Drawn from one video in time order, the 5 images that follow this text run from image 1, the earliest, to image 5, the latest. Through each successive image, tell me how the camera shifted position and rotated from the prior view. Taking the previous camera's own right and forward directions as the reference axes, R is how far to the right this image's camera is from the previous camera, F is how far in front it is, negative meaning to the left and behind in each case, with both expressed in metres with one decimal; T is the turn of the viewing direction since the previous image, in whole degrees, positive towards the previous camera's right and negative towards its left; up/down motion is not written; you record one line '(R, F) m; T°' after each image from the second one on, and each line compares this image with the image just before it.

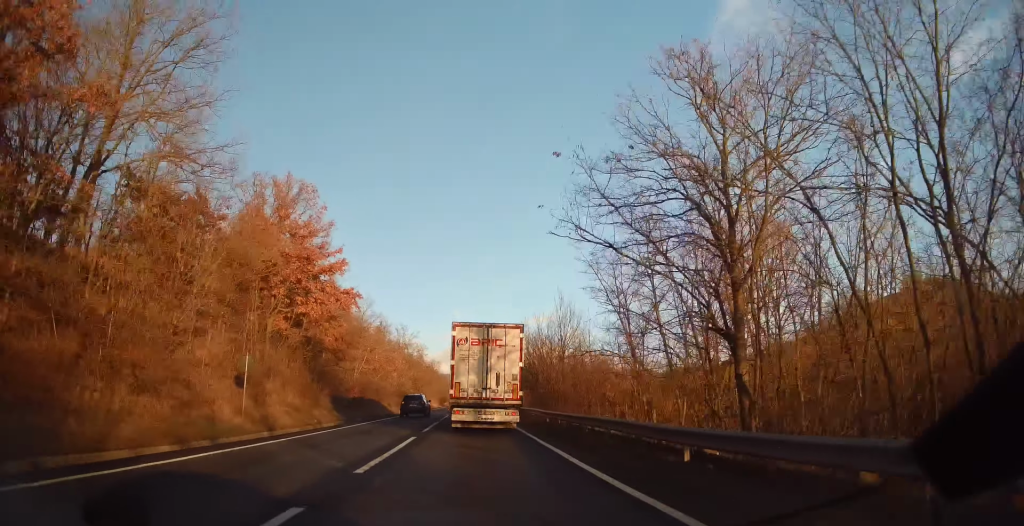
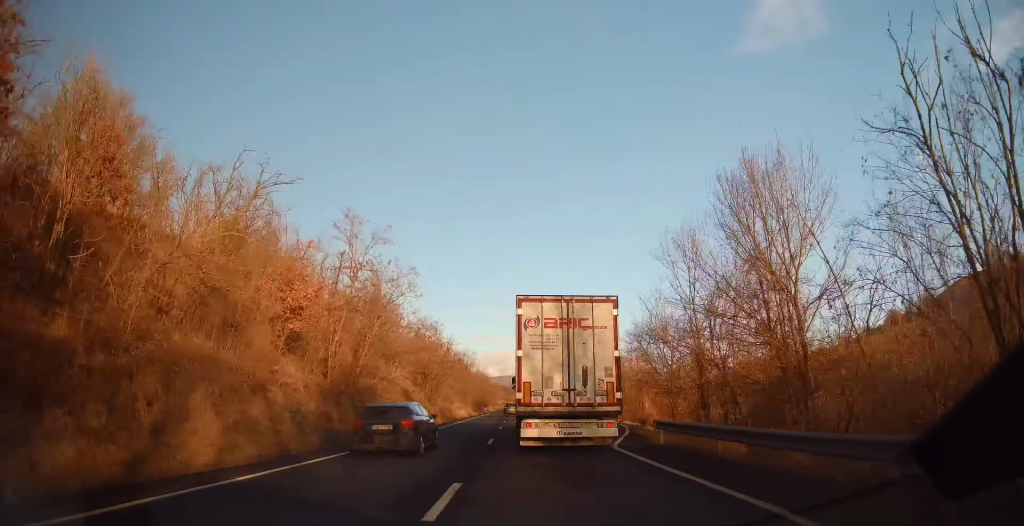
(-0.5, +46.8) m; -3°
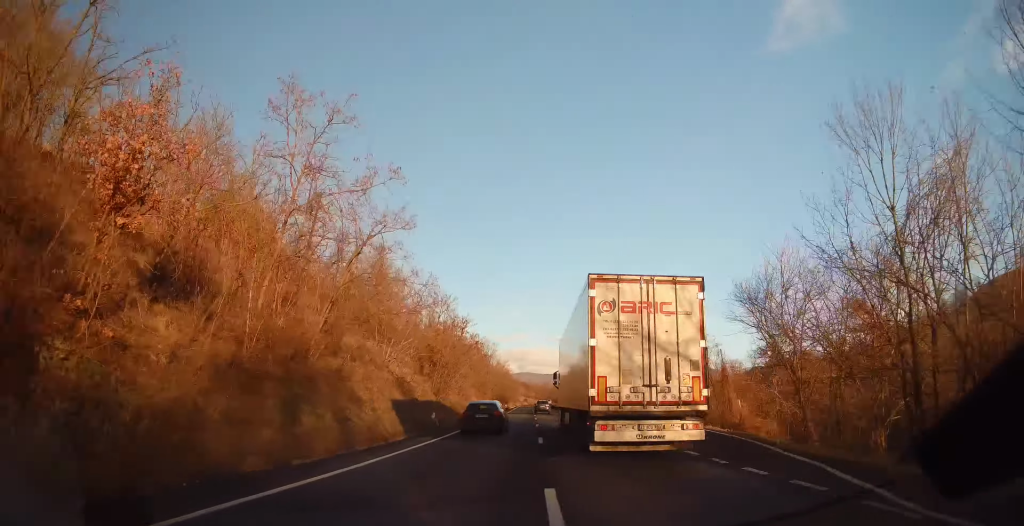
(-0.5, +13.3) m; -1°
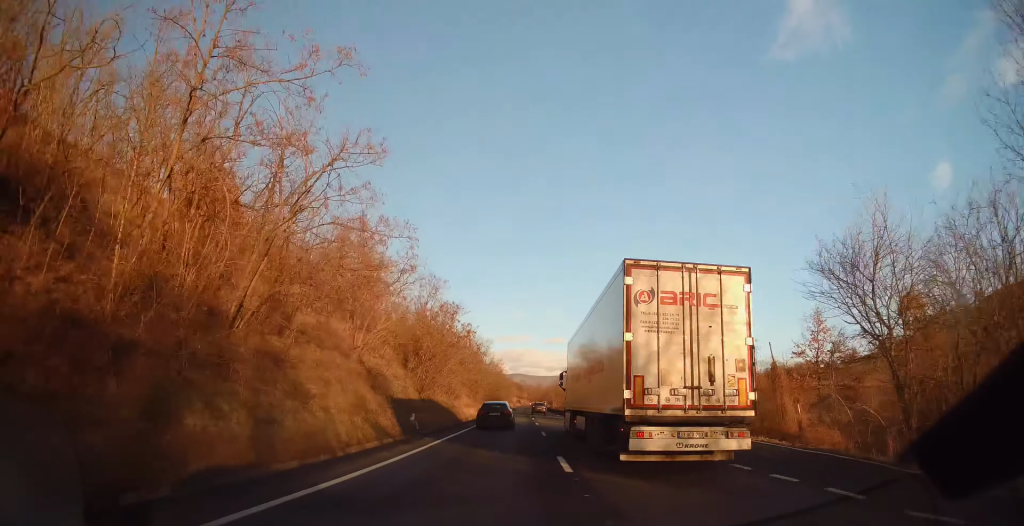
(-0.4, +6.6) m; +1°
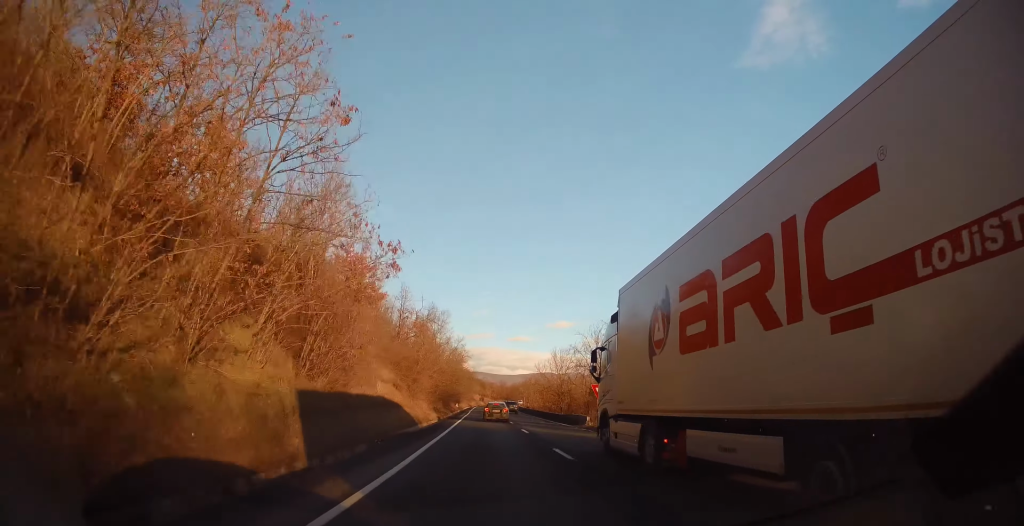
(+1.5, +33.9) m; +3°
